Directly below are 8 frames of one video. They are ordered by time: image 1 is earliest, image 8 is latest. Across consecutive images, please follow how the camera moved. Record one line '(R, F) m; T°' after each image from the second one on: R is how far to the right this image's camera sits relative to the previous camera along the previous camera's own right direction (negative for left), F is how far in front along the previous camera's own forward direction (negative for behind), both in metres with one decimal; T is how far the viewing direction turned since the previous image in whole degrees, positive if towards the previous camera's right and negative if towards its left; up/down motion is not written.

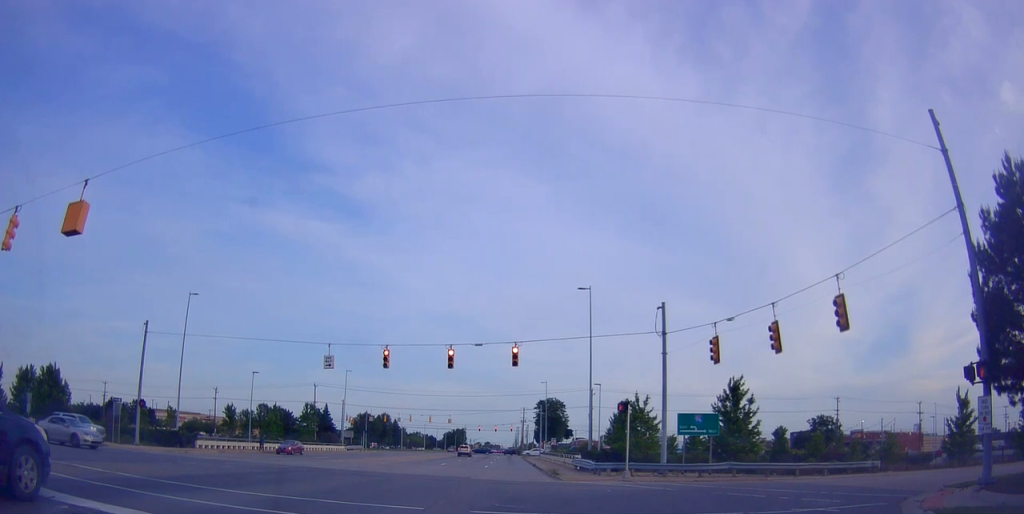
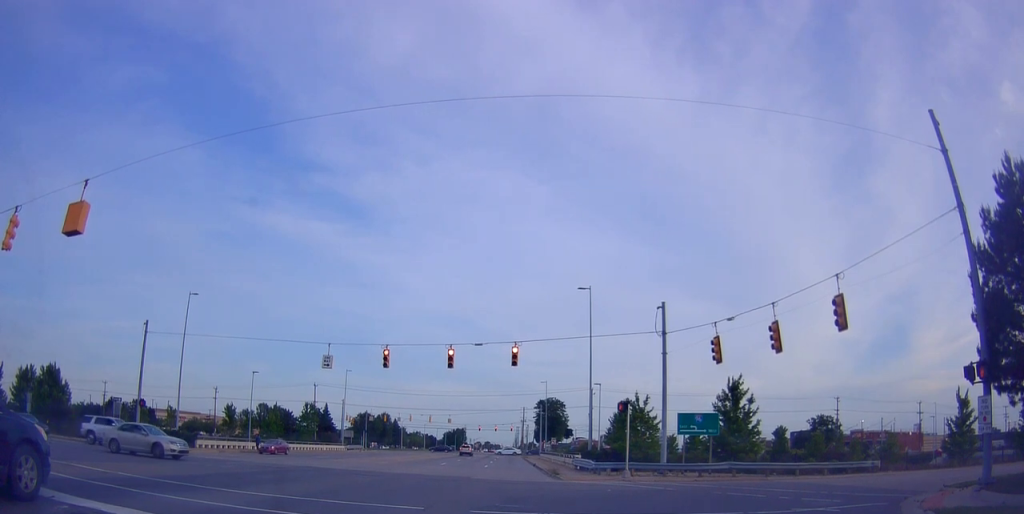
(0.0, 0.0) m; 0°
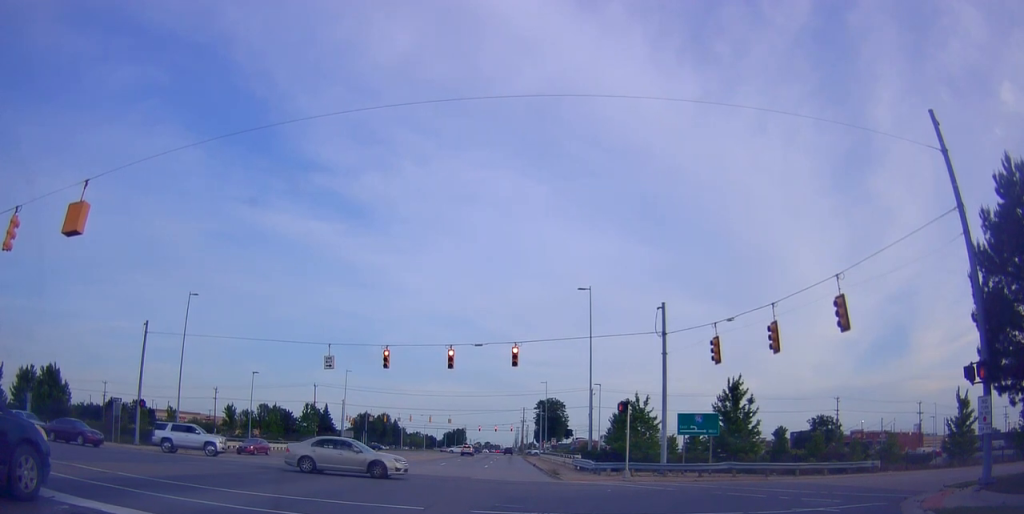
(0.0, 0.0) m; 0°
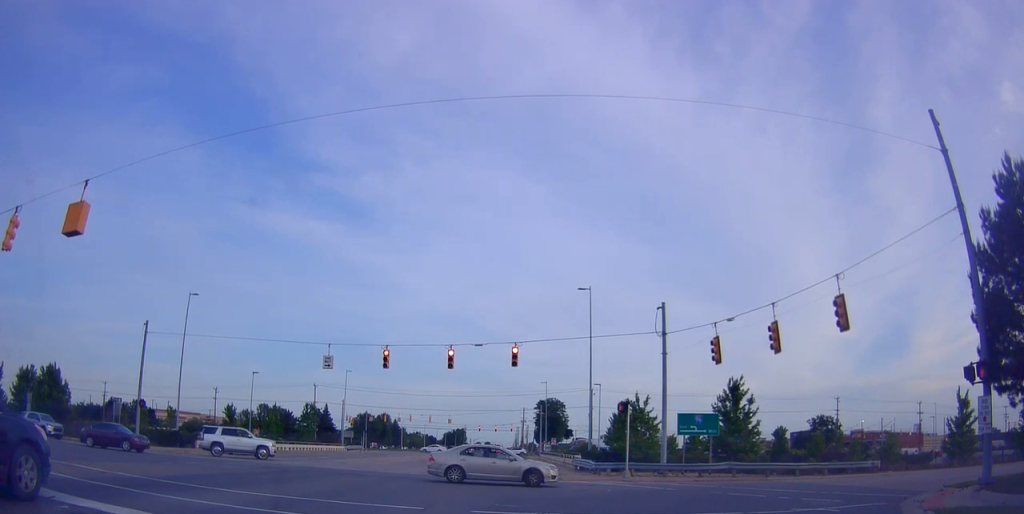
(0.0, 0.0) m; 0°
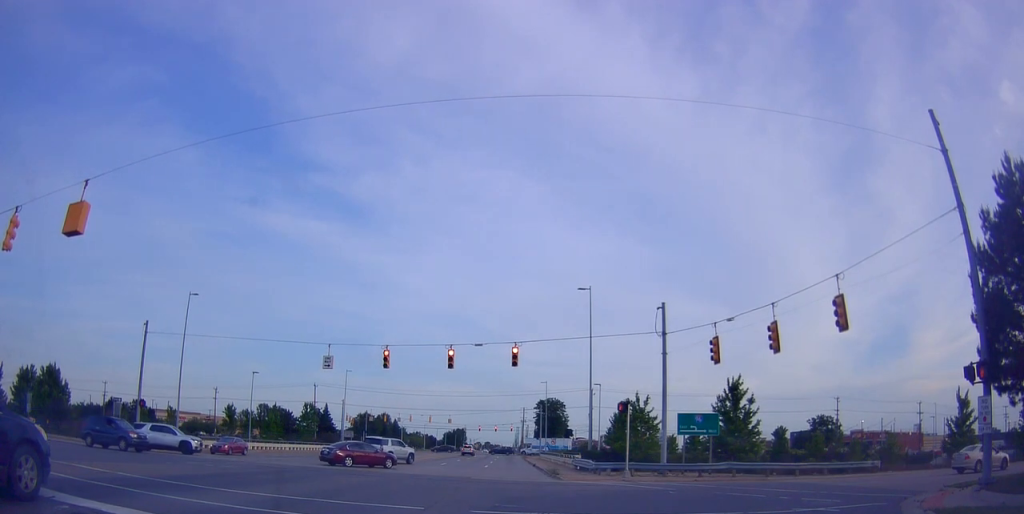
(0.0, 0.0) m; 0°
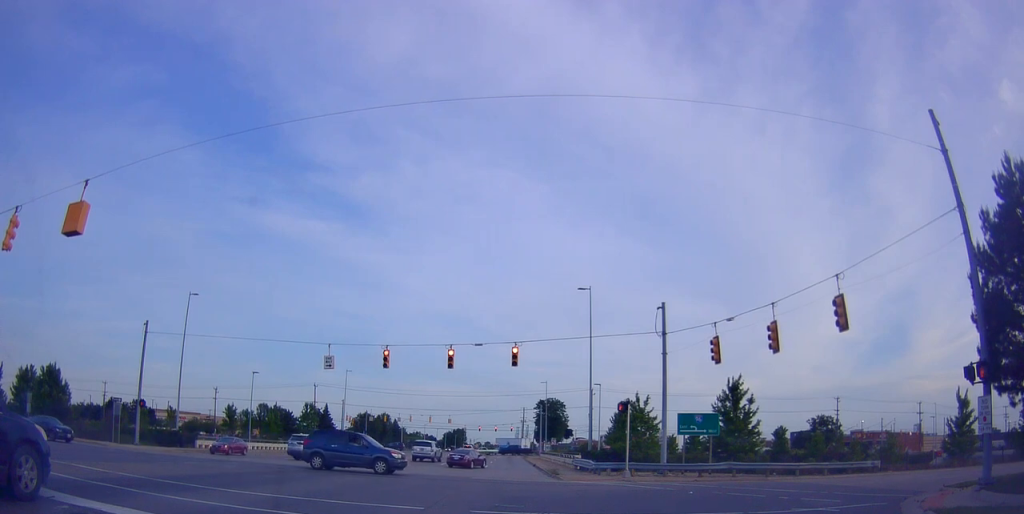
(0.0, 0.0) m; 0°
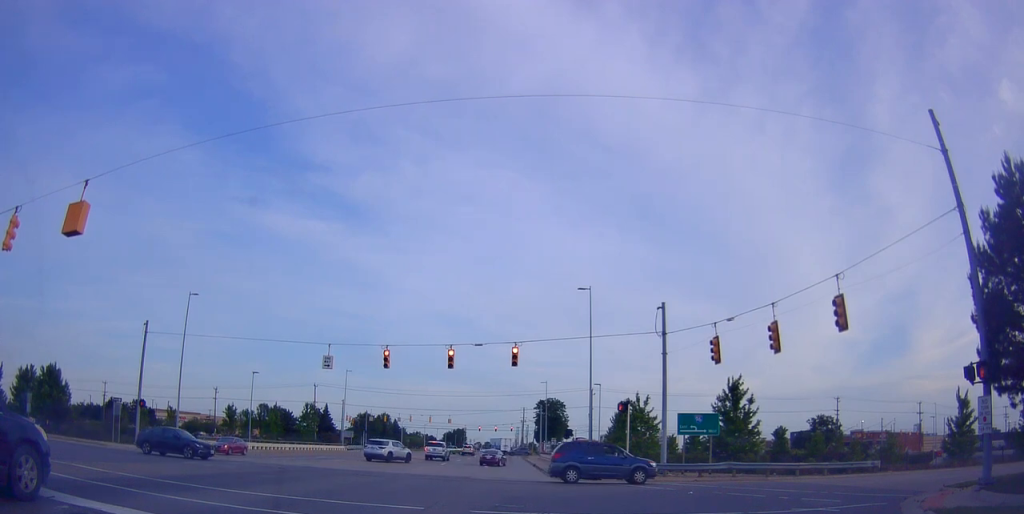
(0.0, 0.0) m; 0°
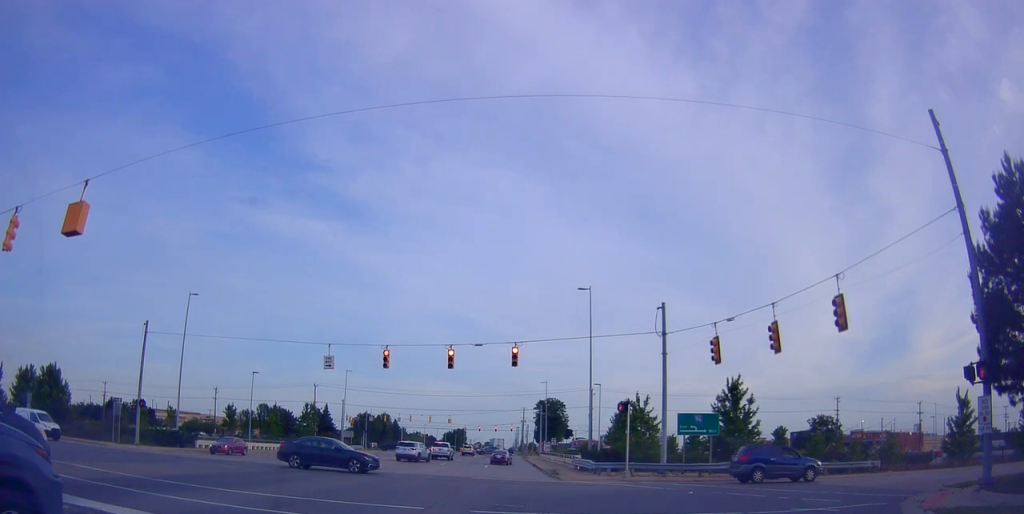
(0.0, 0.0) m; 0°
